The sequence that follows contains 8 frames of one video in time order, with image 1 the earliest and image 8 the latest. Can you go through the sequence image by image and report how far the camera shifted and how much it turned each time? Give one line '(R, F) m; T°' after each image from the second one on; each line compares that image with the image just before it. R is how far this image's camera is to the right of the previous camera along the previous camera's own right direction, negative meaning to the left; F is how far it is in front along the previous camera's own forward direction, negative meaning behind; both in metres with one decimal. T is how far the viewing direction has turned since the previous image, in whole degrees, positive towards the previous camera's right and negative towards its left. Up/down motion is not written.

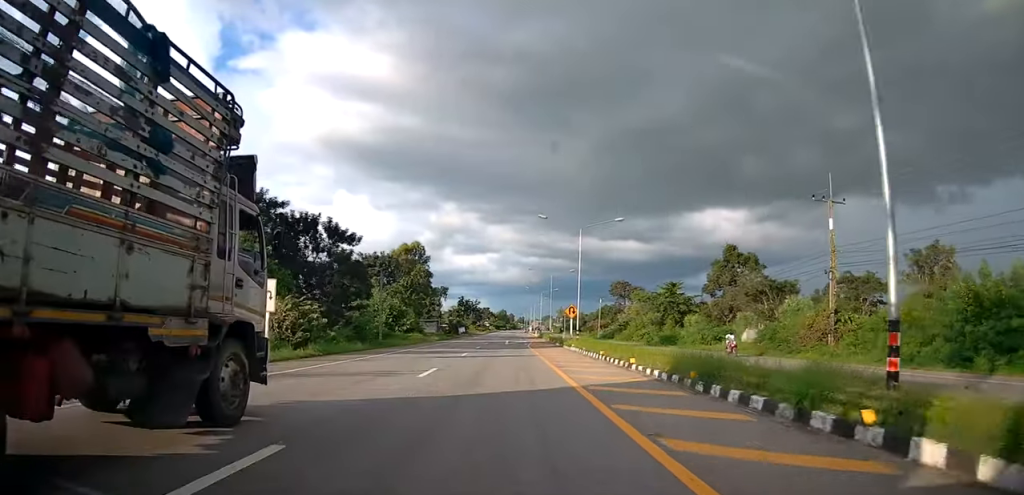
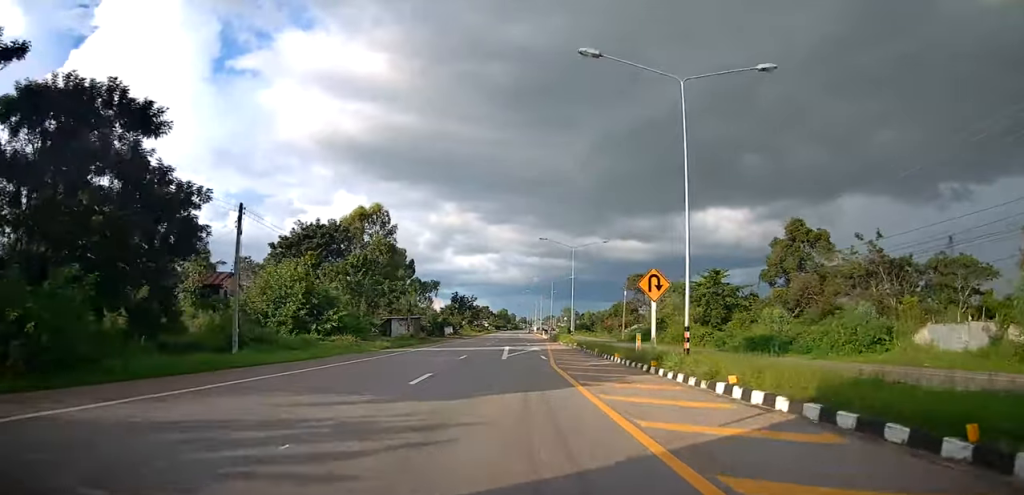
(0.0, +26.3) m; 0°
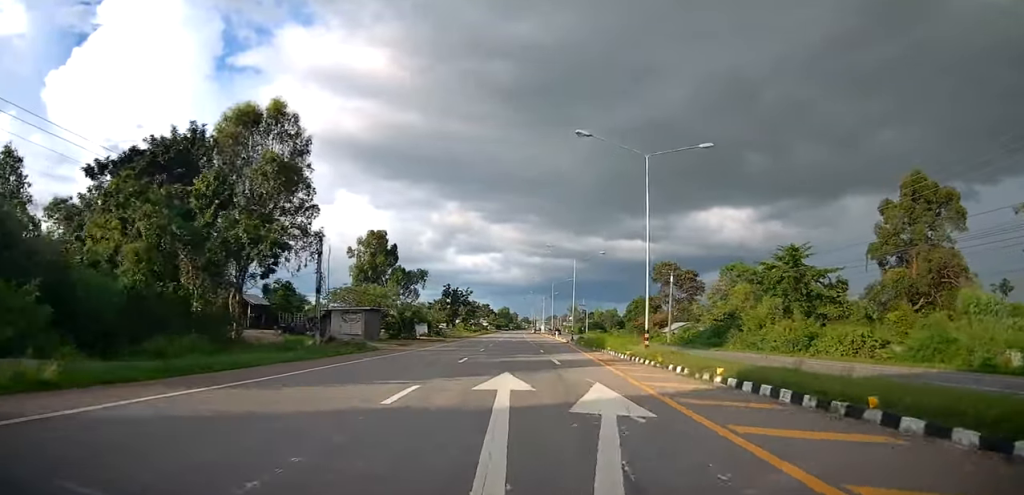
(0.0, +27.8) m; 0°
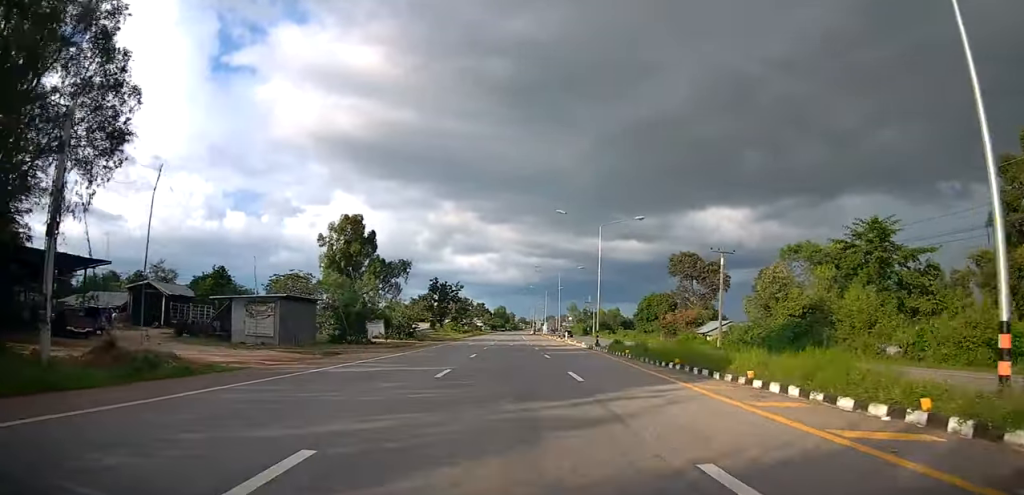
(0.0, +18.8) m; 0°
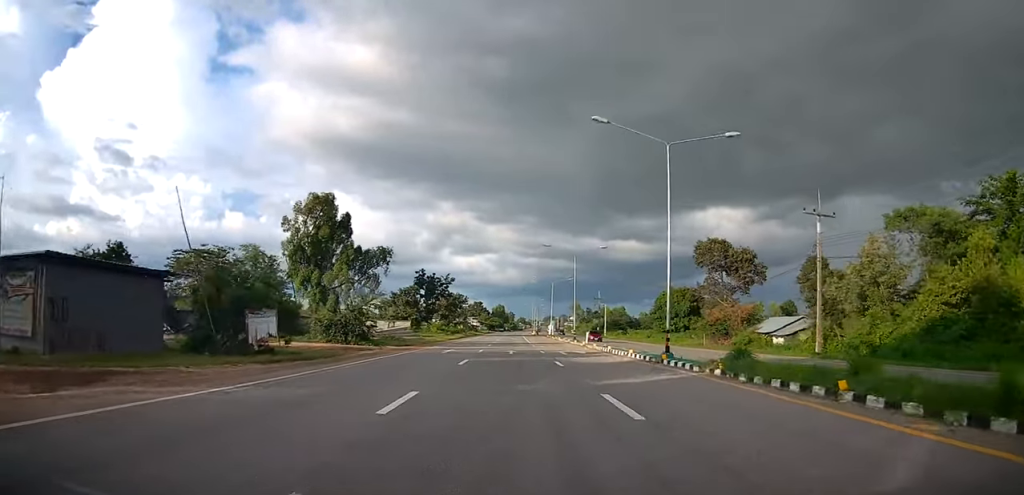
(0.0, +18.4) m; 0°
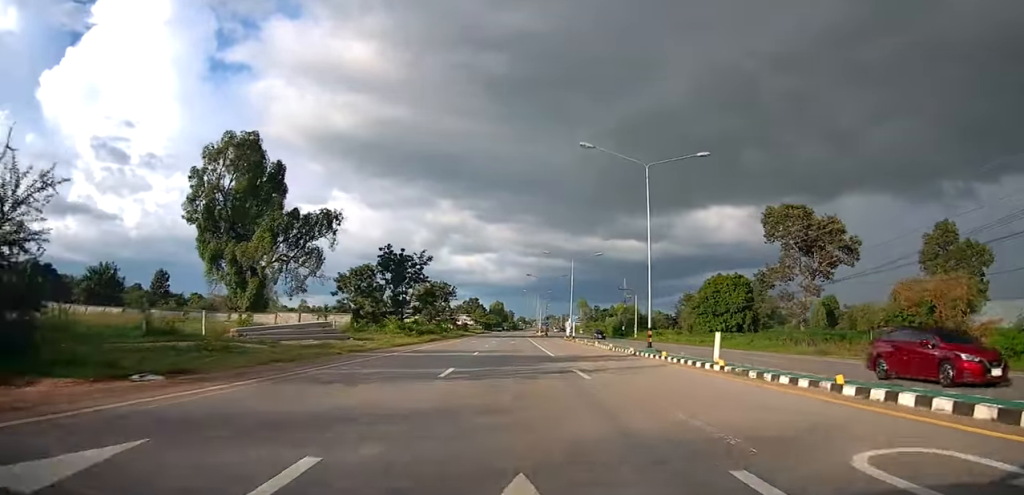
(+0.7, +30.5) m; +2°
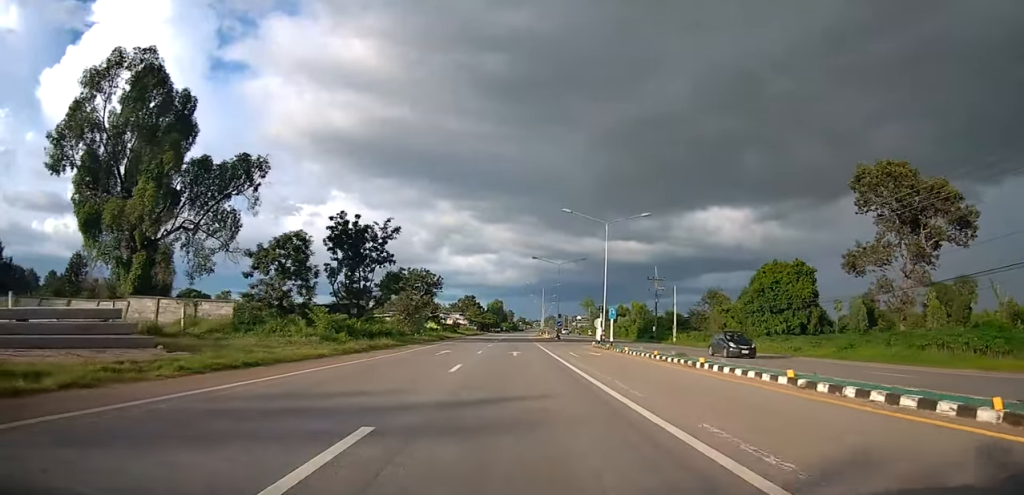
(0.0, +22.5) m; -1°
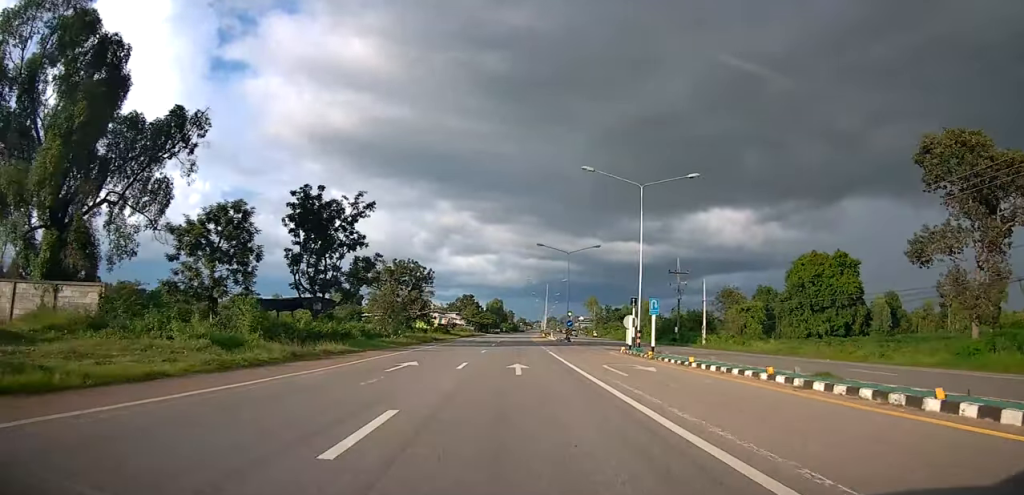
(-0.2, +10.9) m; -1°
